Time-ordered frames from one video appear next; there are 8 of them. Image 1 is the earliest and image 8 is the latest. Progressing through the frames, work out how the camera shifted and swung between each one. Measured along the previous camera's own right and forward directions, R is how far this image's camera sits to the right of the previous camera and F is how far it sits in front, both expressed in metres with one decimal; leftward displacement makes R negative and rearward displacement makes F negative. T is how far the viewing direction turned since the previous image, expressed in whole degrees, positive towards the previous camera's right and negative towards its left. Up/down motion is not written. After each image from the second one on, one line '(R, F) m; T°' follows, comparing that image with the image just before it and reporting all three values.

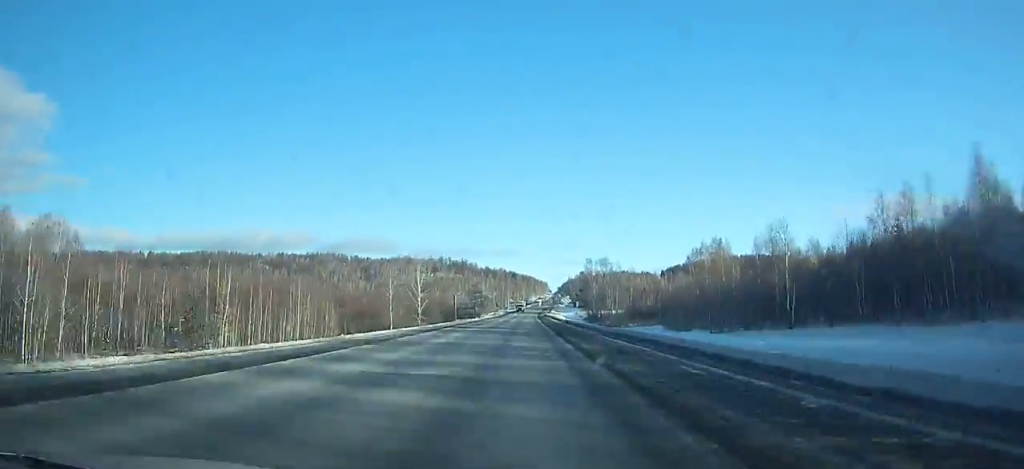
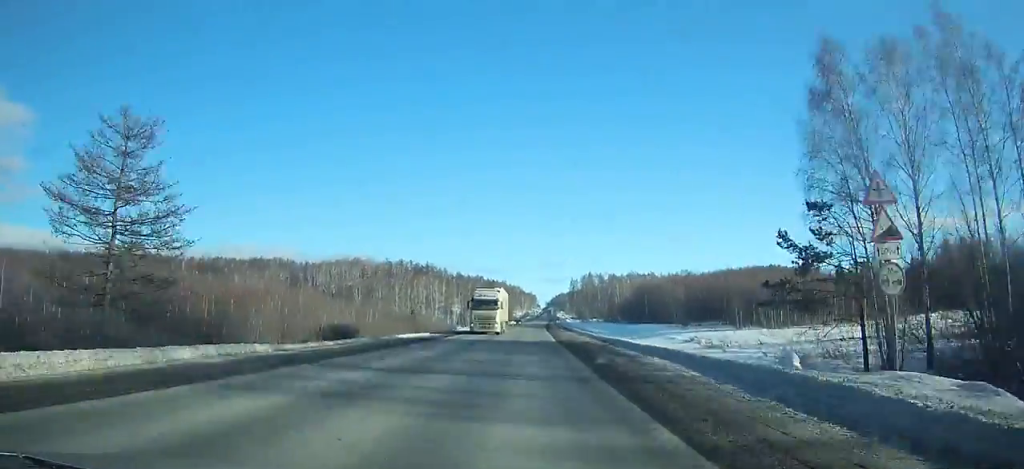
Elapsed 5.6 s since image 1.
(+1.5, +141.5) m; +2°
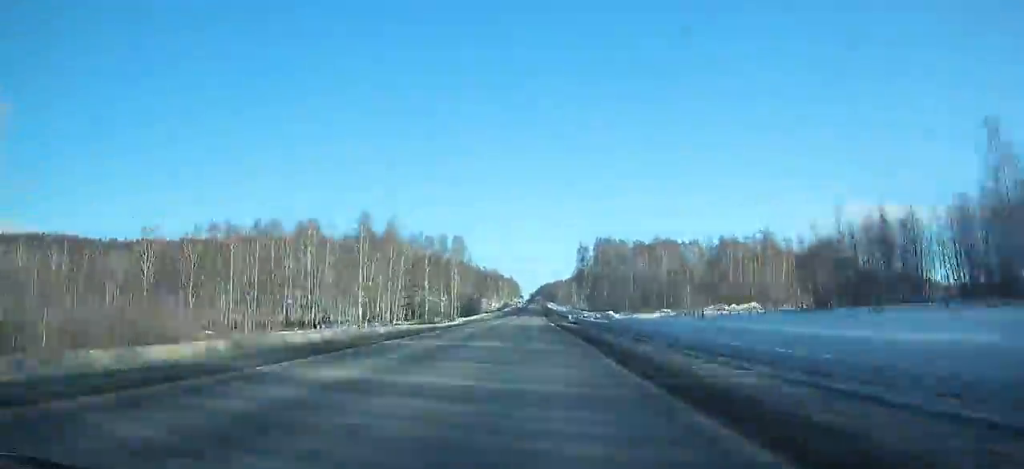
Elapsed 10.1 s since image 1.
(+2.0, +115.3) m; +2°
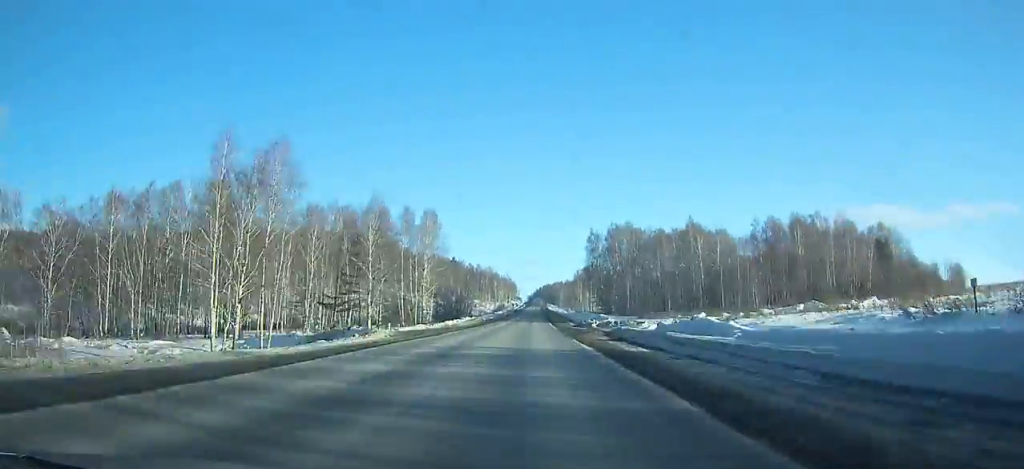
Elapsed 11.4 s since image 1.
(+0.2, +33.4) m; 0°
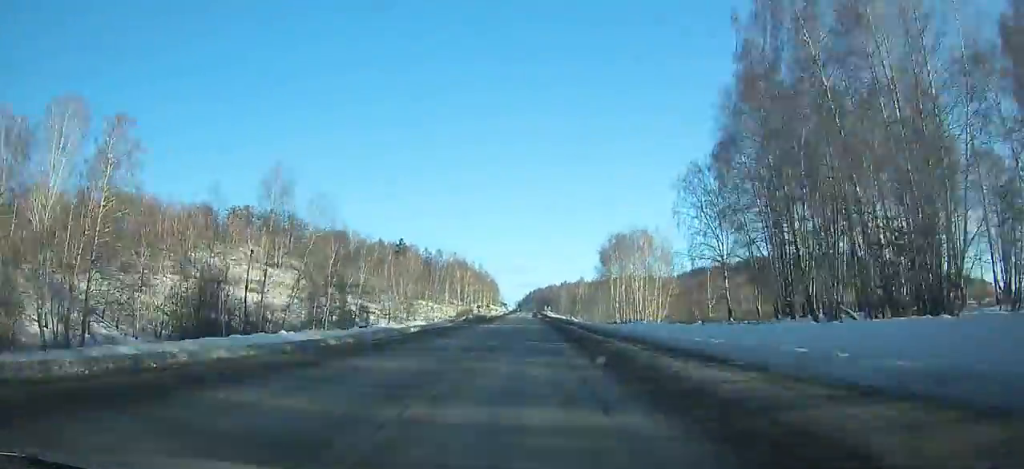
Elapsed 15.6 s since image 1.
(+0.9, +108.0) m; 0°
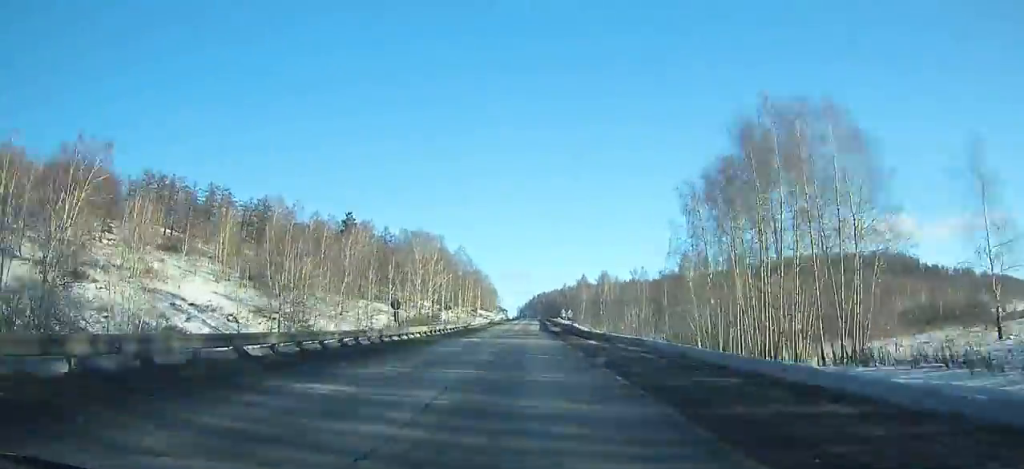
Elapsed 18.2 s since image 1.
(-0.1, +66.3) m; 0°
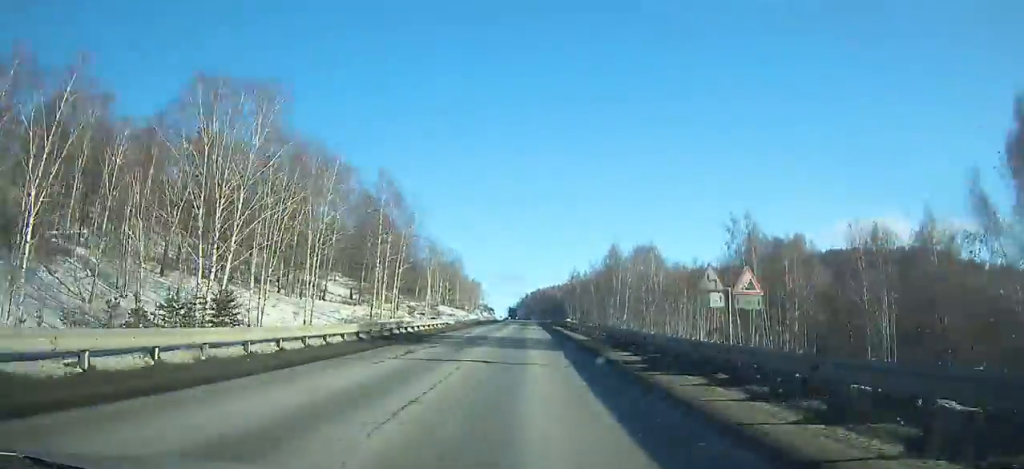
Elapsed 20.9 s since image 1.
(+0.1, +68.0) m; 0°
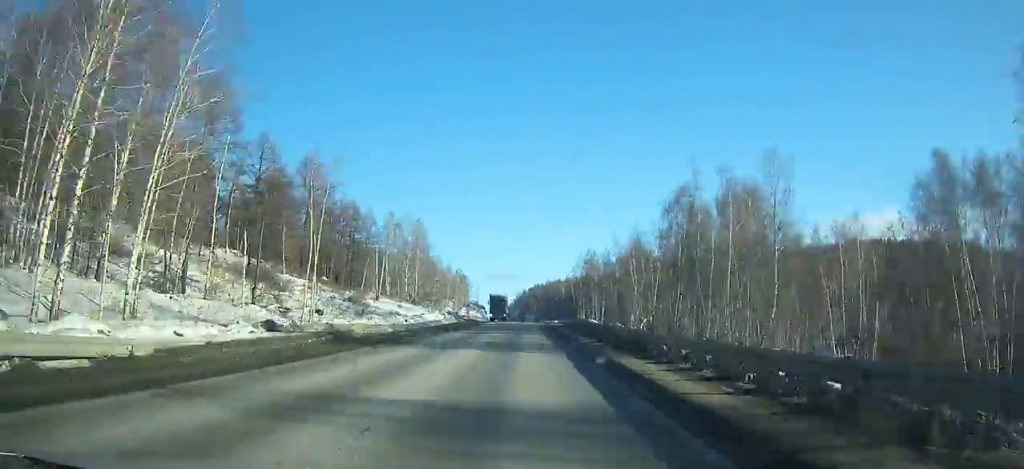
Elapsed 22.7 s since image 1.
(+0.1, +44.9) m; 0°
